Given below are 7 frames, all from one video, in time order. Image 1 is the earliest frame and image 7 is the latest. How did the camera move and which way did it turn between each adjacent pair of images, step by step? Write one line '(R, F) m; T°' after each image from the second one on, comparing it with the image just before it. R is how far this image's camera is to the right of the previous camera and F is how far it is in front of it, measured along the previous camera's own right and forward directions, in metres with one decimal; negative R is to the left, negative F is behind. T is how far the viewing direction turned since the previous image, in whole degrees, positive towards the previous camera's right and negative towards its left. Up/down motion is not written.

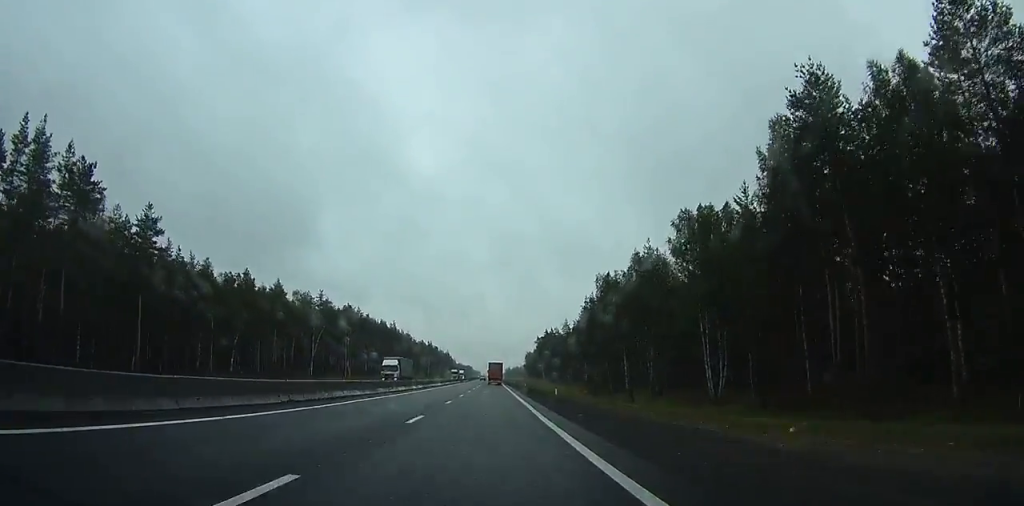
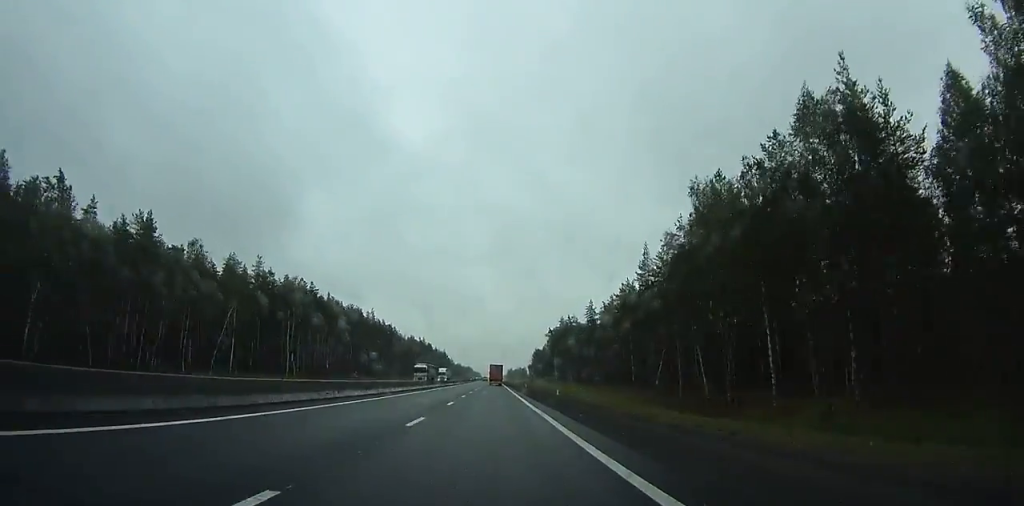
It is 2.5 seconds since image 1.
(+0.2, +47.5) m; 0°
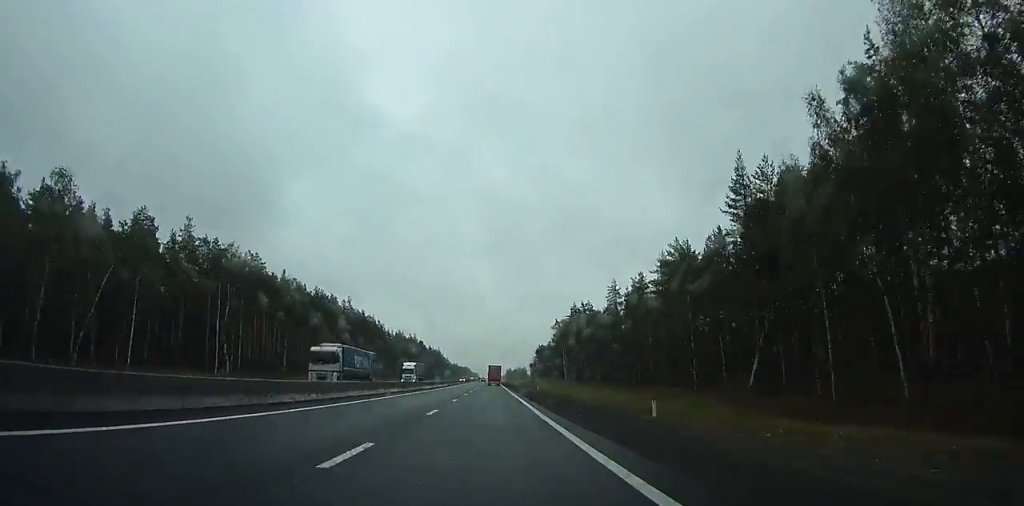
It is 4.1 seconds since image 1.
(0.0, +29.3) m; 0°
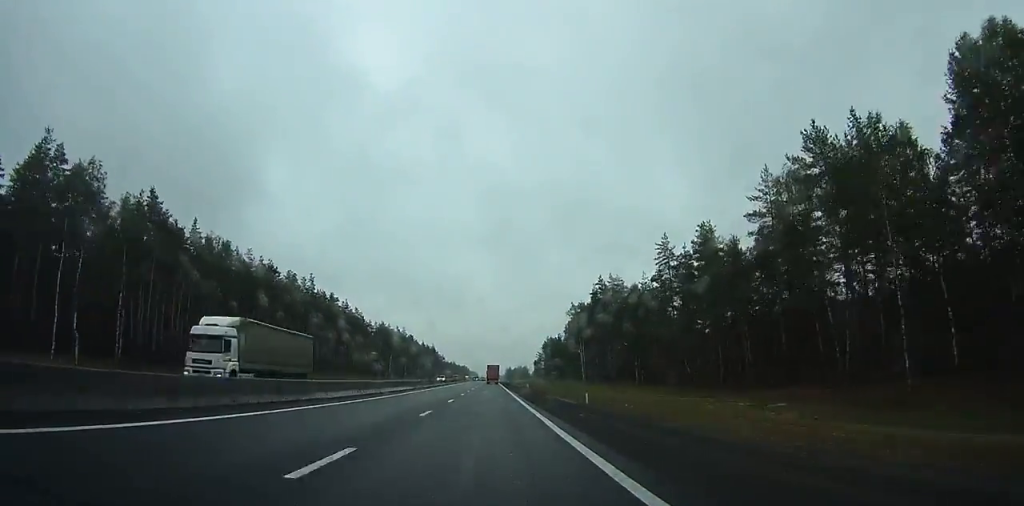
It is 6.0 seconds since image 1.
(0.0, +33.5) m; -2°
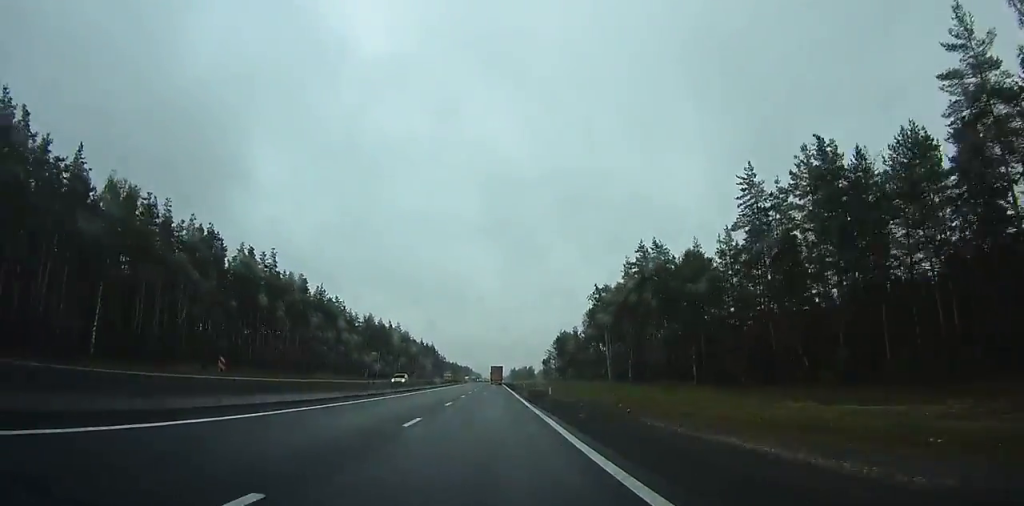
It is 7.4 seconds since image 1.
(-0.6, +25.3) m; 0°
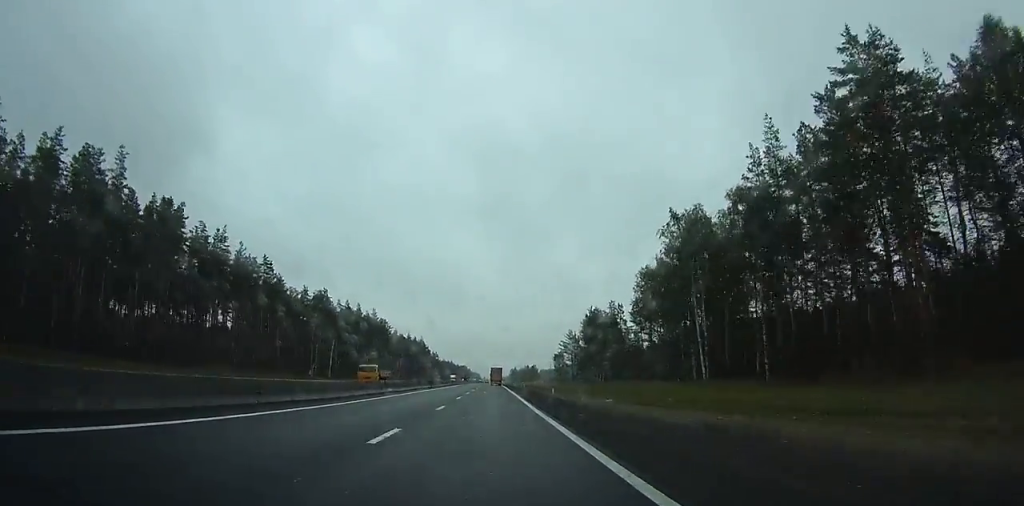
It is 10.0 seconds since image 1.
(+1.2, +52.6) m; +2°
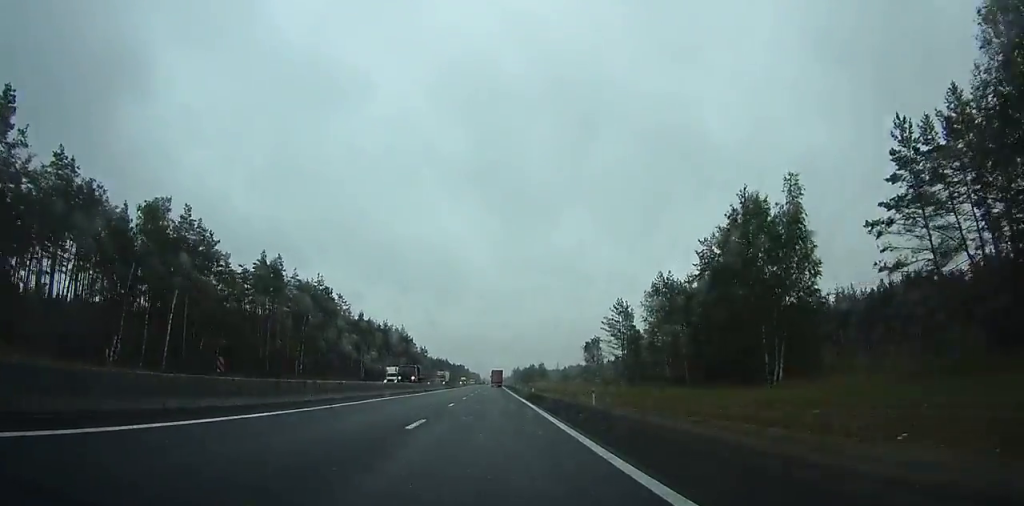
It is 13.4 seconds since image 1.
(-0.7, +73.3) m; -1°
